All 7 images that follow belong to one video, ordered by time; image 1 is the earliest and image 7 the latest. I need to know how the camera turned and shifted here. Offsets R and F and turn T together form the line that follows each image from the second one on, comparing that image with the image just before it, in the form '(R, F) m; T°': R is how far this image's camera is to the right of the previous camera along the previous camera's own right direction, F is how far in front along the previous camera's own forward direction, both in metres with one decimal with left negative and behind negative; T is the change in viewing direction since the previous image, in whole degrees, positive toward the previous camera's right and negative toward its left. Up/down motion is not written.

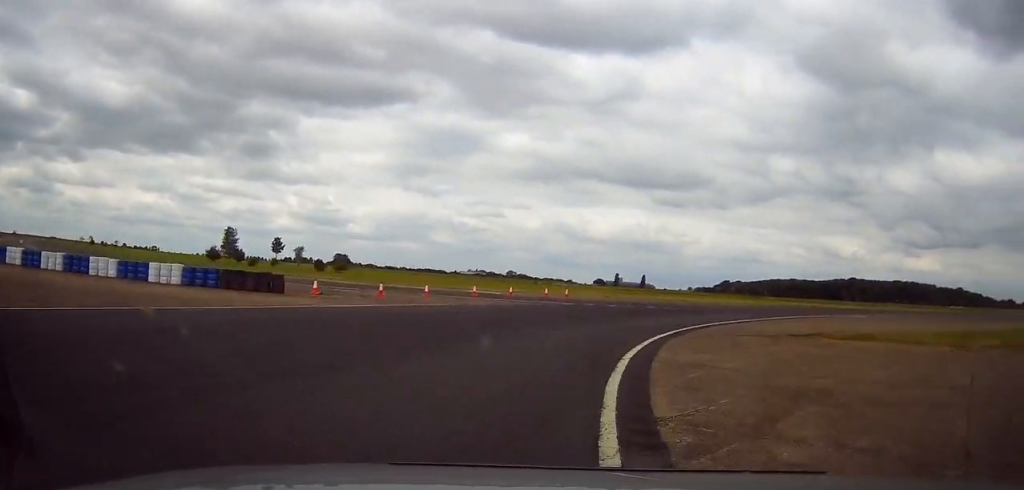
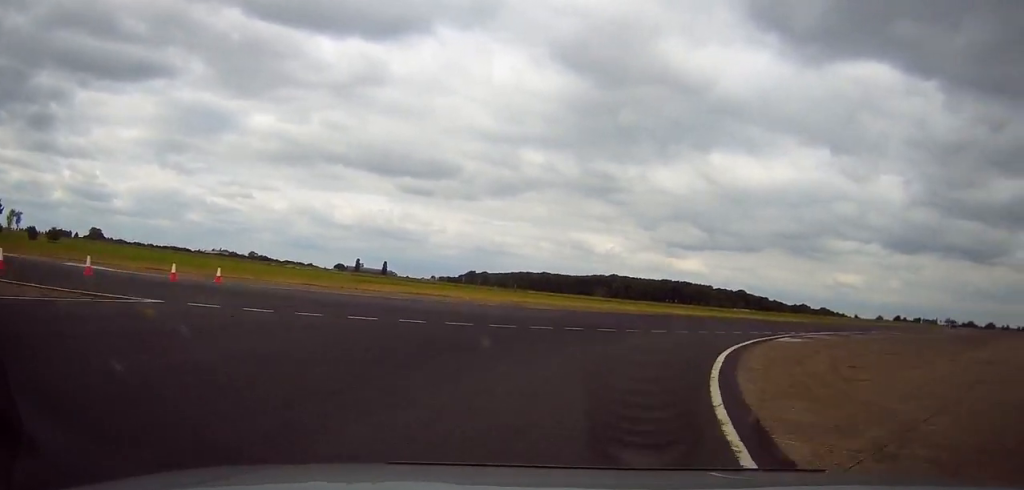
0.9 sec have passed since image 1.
(+3.3, +23.3) m; +21°
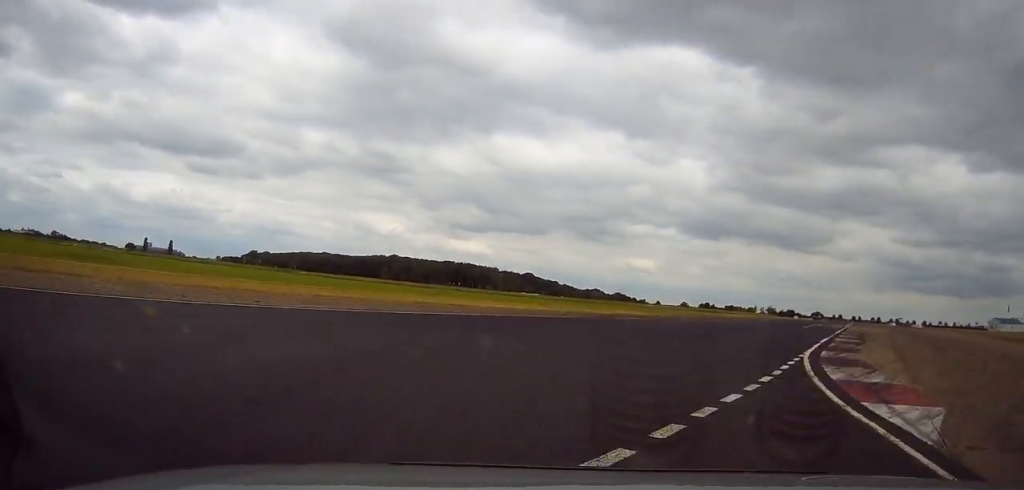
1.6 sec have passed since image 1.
(+4.0, +18.6) m; +17°
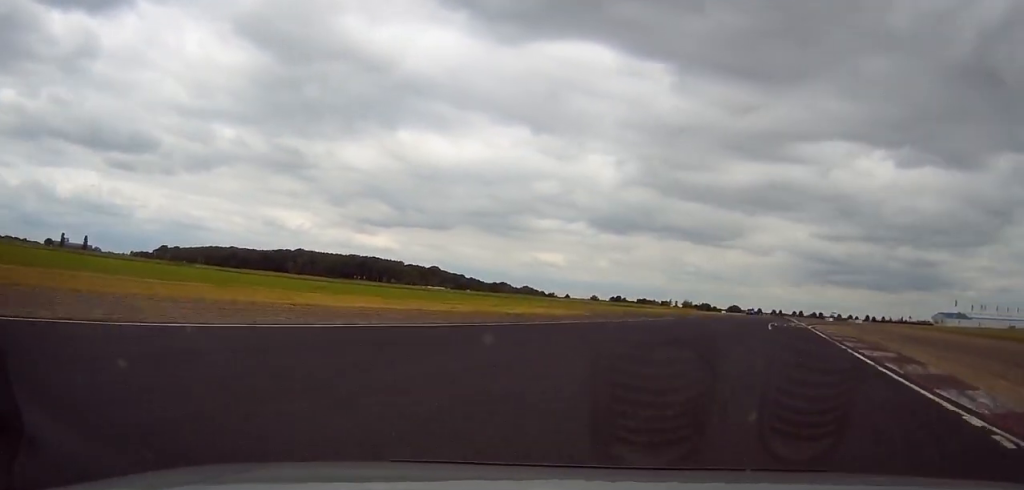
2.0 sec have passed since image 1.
(+0.7, +11.0) m; +8°
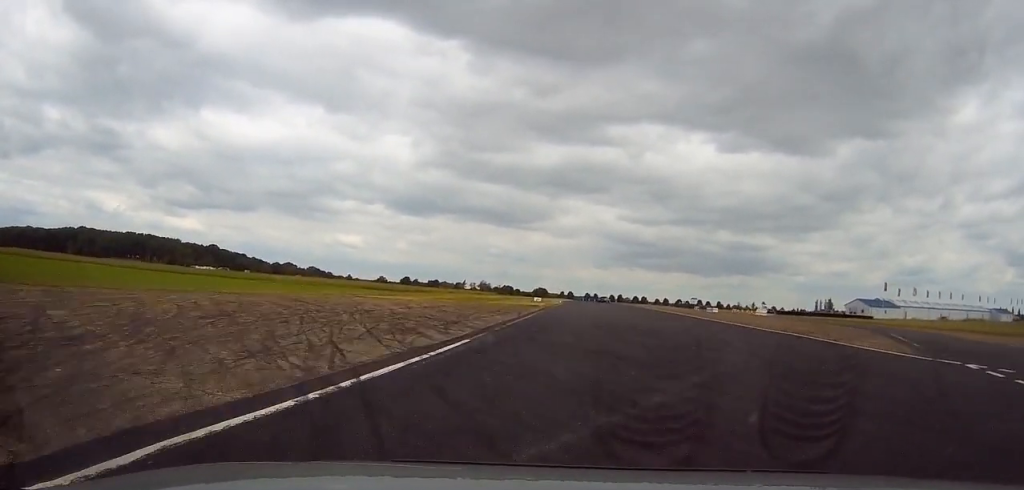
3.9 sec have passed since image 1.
(+15.4, +61.5) m; +19°
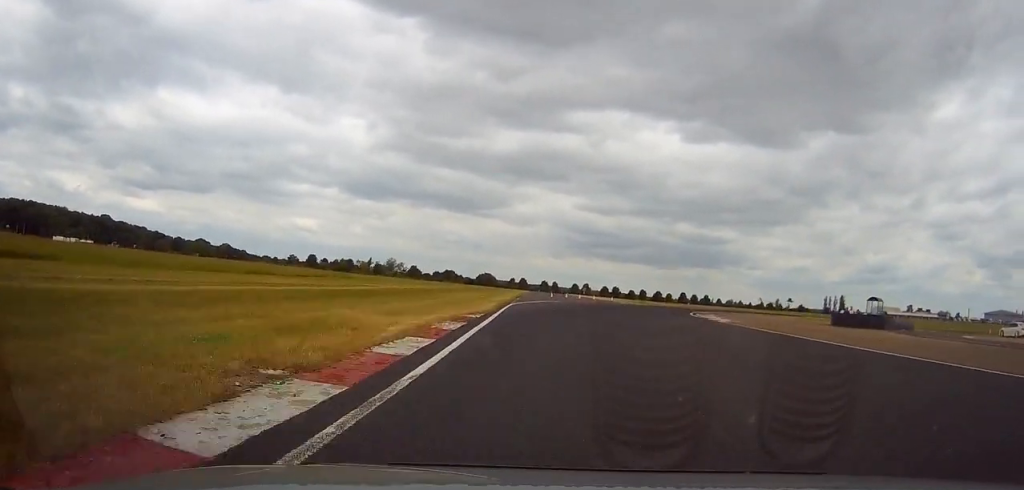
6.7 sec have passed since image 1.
(+1.5, +108.6) m; +7°
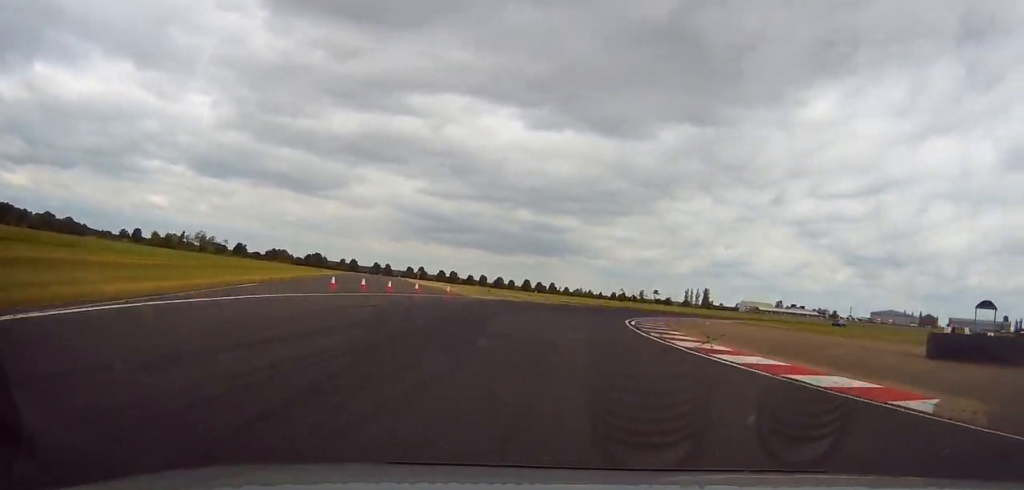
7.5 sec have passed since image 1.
(+2.8, +30.7) m; +10°
